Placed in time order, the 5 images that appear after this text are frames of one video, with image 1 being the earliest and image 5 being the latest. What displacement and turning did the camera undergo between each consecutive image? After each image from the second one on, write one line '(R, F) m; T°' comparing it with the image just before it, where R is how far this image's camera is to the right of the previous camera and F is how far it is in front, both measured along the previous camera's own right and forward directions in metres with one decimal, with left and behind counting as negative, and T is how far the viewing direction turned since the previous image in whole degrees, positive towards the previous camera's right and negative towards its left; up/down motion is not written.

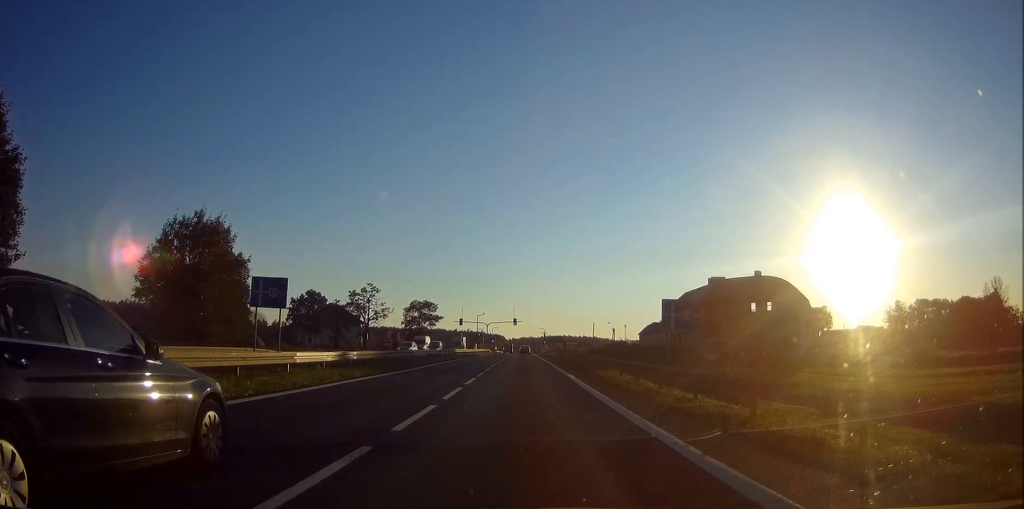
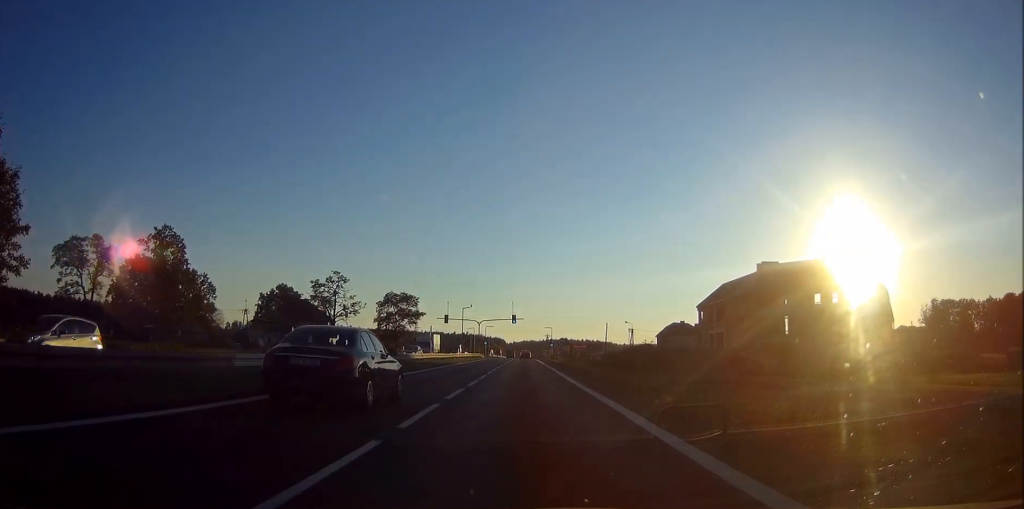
(+0.1, +29.1) m; 0°
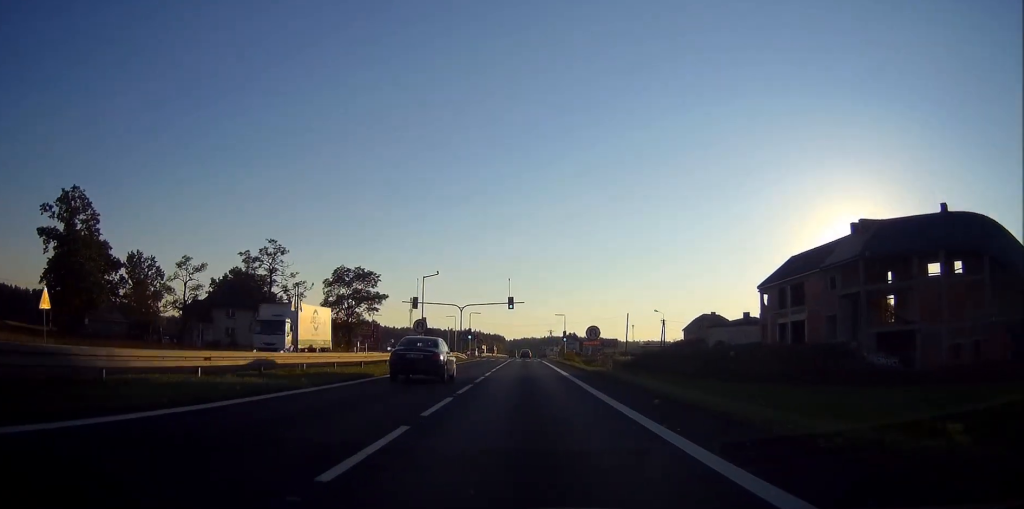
(-0.1, +33.7) m; 0°
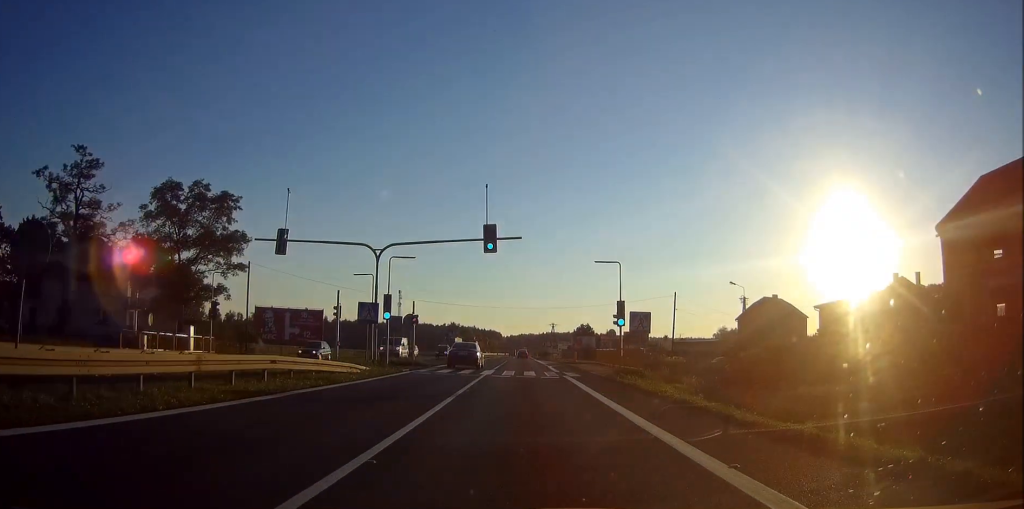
(0.0, +44.1) m; 0°
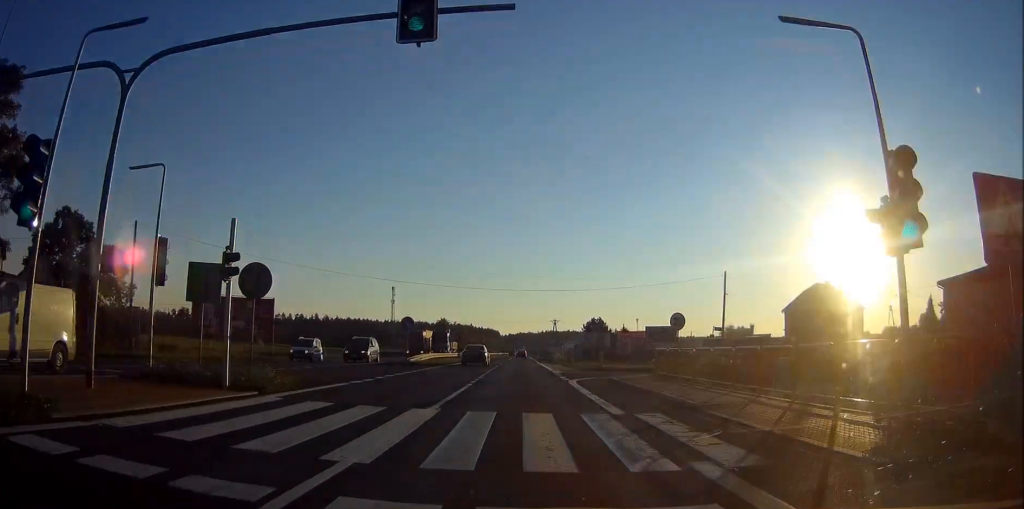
(+0.1, +21.8) m; 0°
